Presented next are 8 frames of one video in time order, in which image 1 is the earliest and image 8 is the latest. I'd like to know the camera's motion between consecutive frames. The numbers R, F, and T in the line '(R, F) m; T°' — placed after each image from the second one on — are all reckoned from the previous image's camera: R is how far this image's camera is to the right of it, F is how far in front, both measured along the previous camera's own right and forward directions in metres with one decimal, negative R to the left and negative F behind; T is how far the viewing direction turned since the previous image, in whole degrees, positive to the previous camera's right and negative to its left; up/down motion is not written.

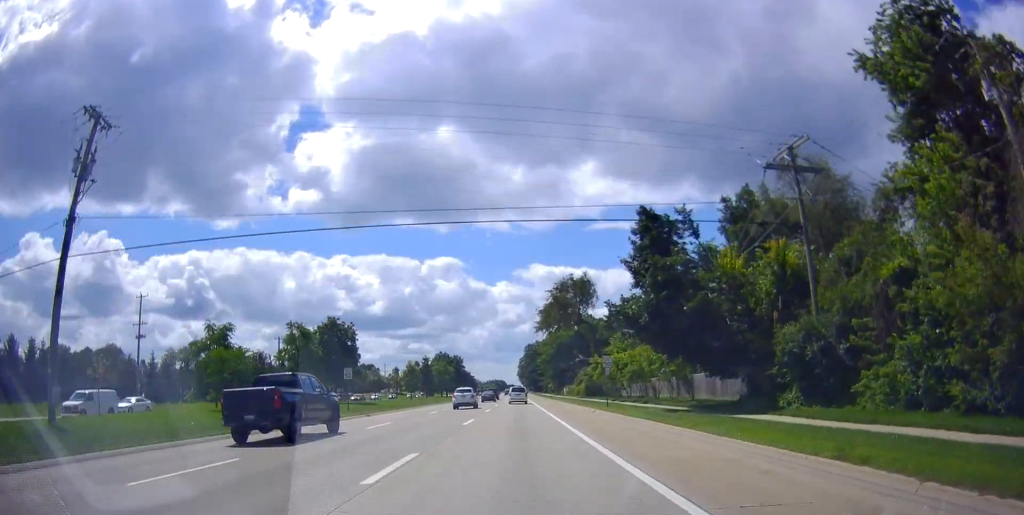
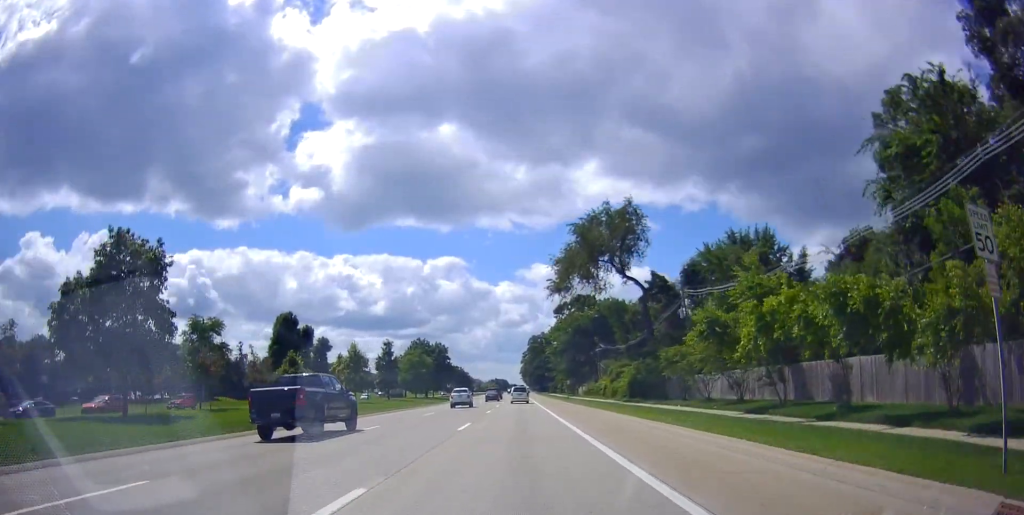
(-0.3, +33.6) m; -1°
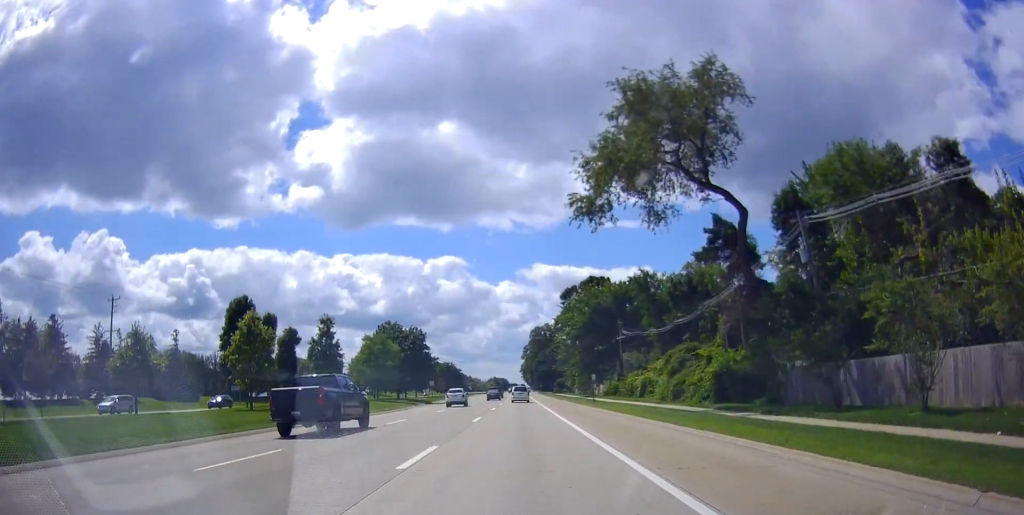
(+0.4, +25.1) m; 0°
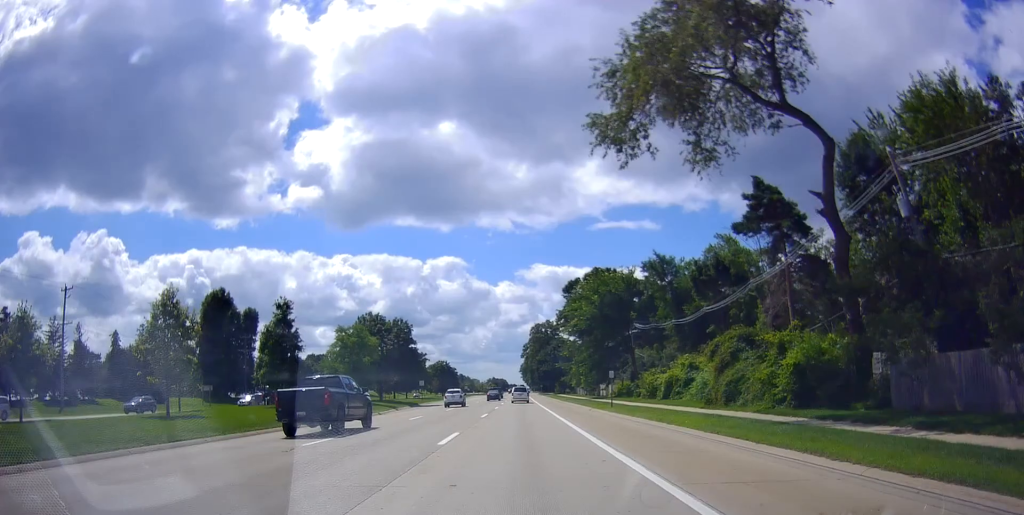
(-0.2, +10.0) m; 0°
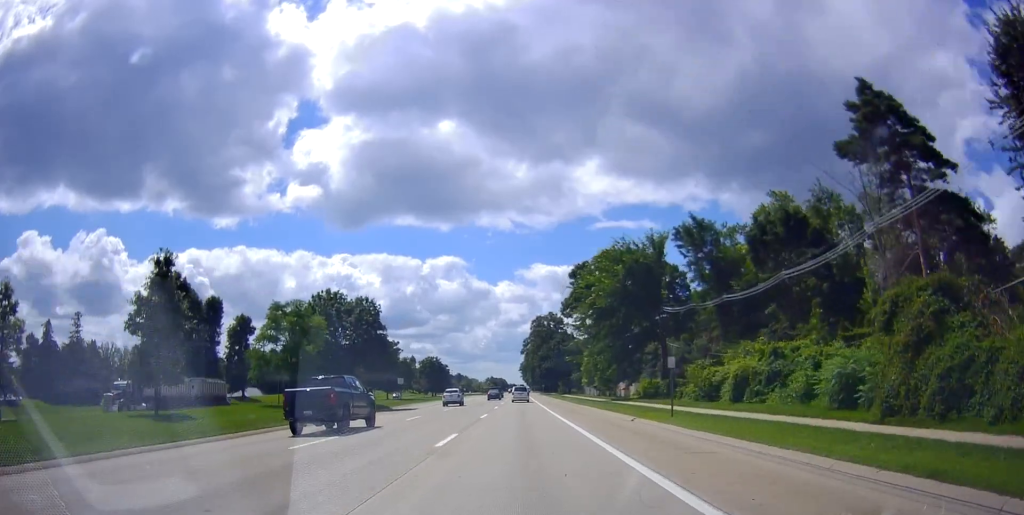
(-0.1, +16.2) m; +1°
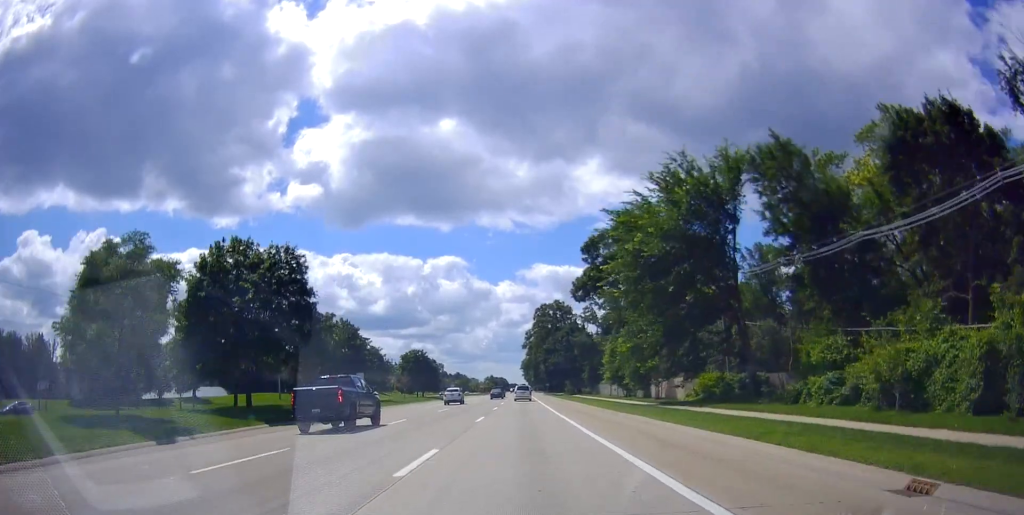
(+0.6, +20.1) m; 0°
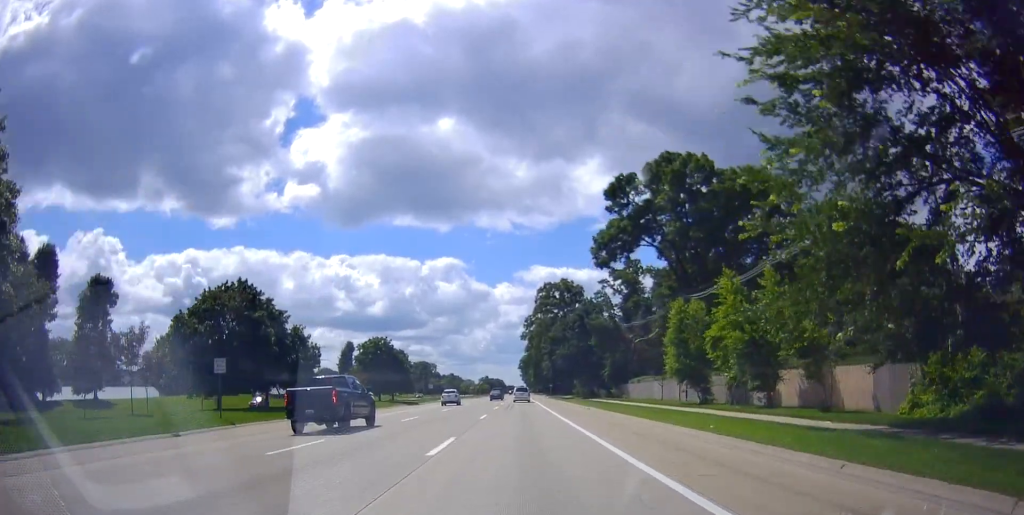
(-0.6, +26.6) m; 0°
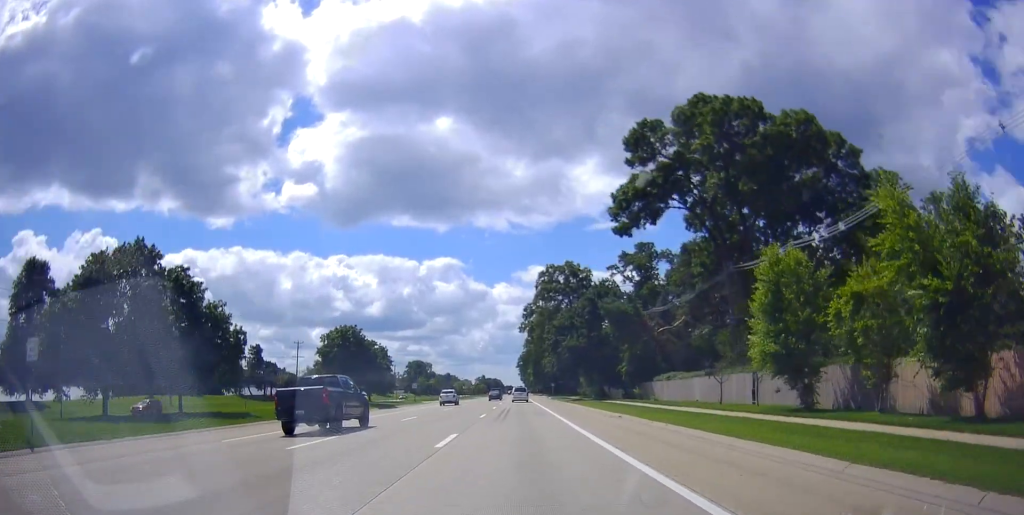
(+0.4, +13.7) m; +1°
